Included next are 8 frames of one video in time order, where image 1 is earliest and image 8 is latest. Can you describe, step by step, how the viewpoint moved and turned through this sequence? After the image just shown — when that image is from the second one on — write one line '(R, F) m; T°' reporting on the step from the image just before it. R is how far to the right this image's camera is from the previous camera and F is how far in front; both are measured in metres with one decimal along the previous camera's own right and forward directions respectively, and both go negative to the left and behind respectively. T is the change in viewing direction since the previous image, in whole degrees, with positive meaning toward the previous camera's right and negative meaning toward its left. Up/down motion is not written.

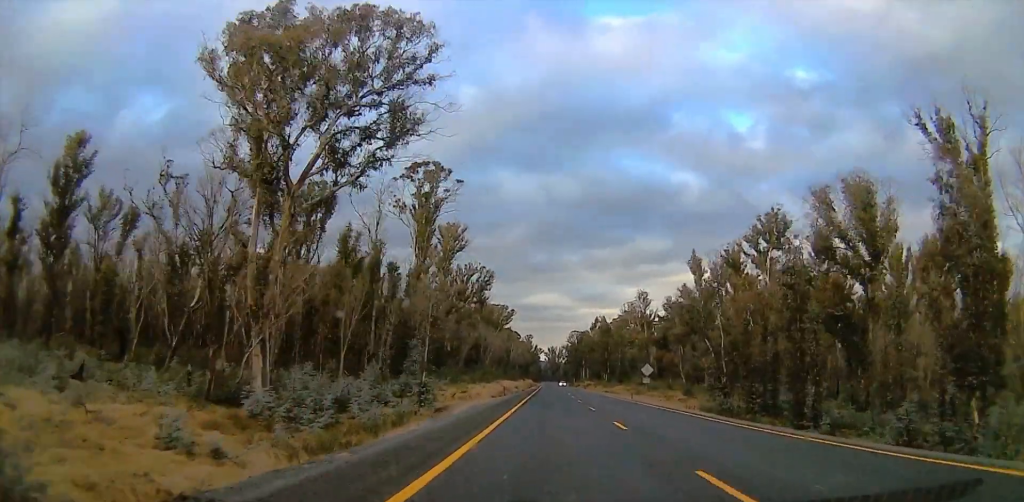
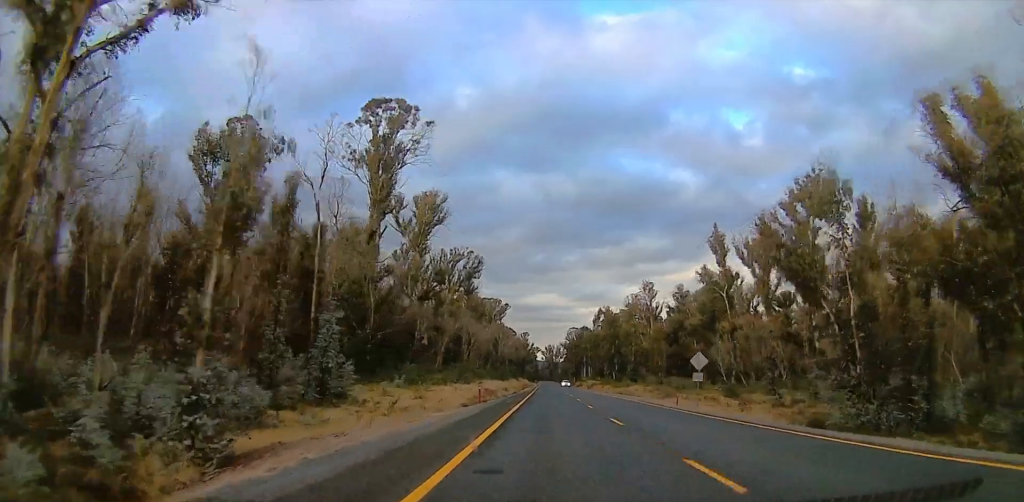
(+0.2, +22.3) m; +1°
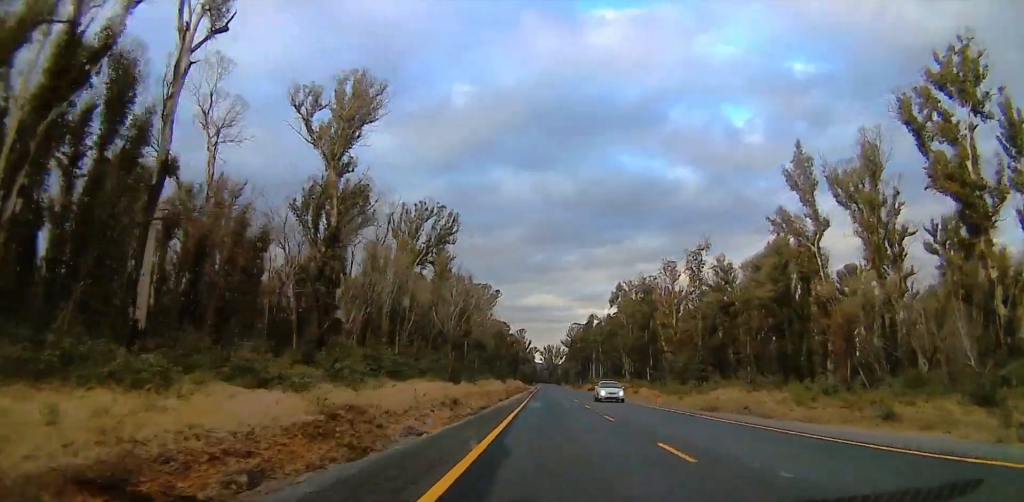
(+0.7, +42.8) m; +1°
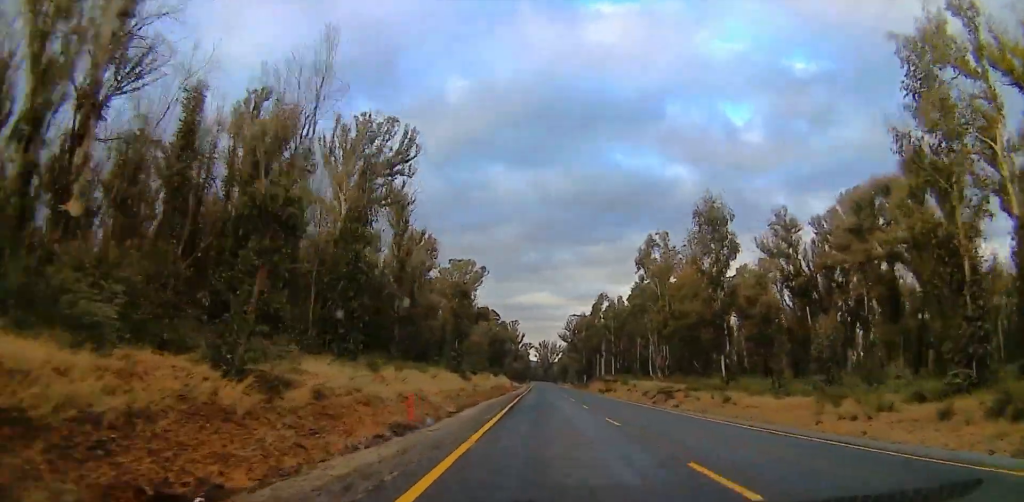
(-1.3, +39.1) m; -3°
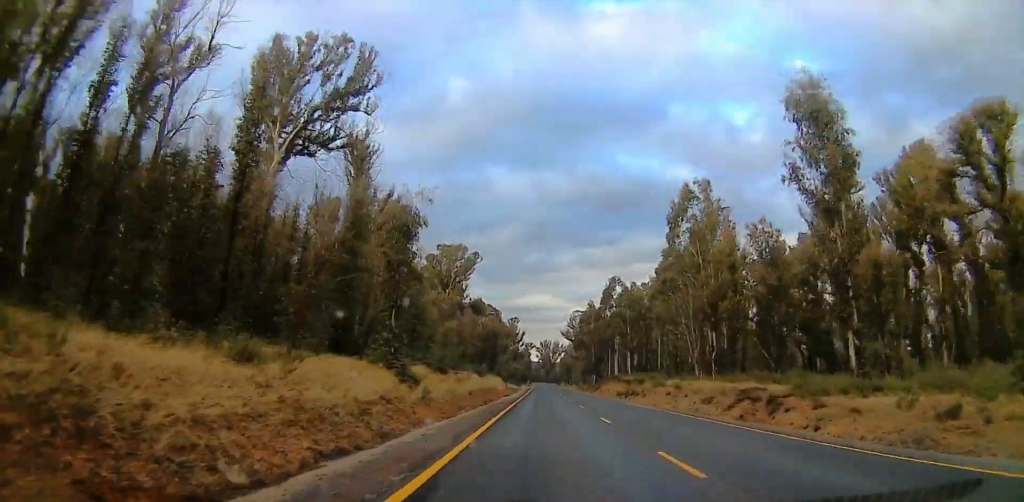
(-0.2, +21.7) m; +1°
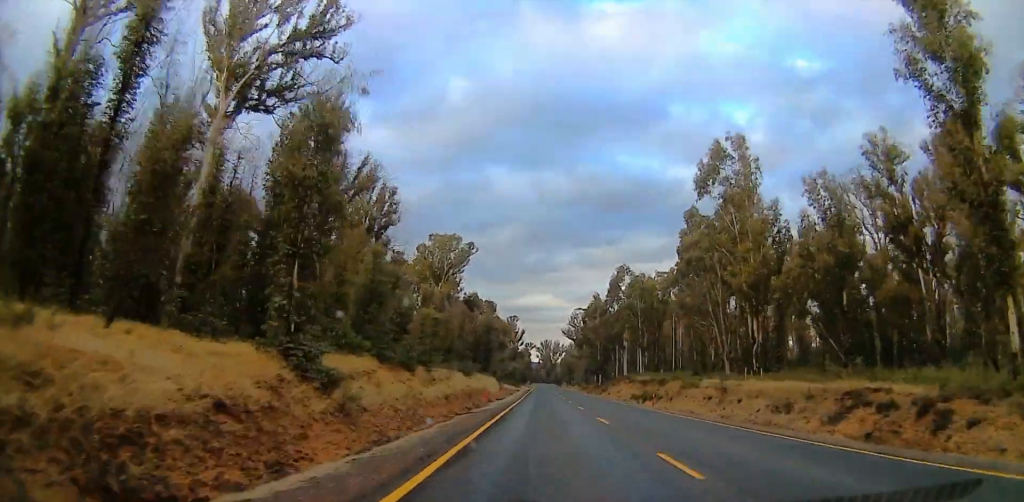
(+0.4, +11.9) m; +1°
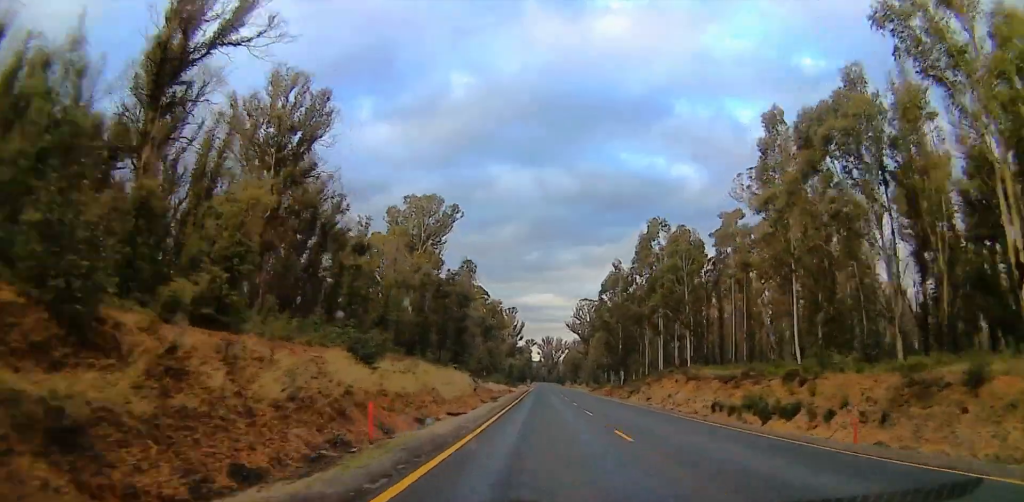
(+0.4, +29.1) m; +1°
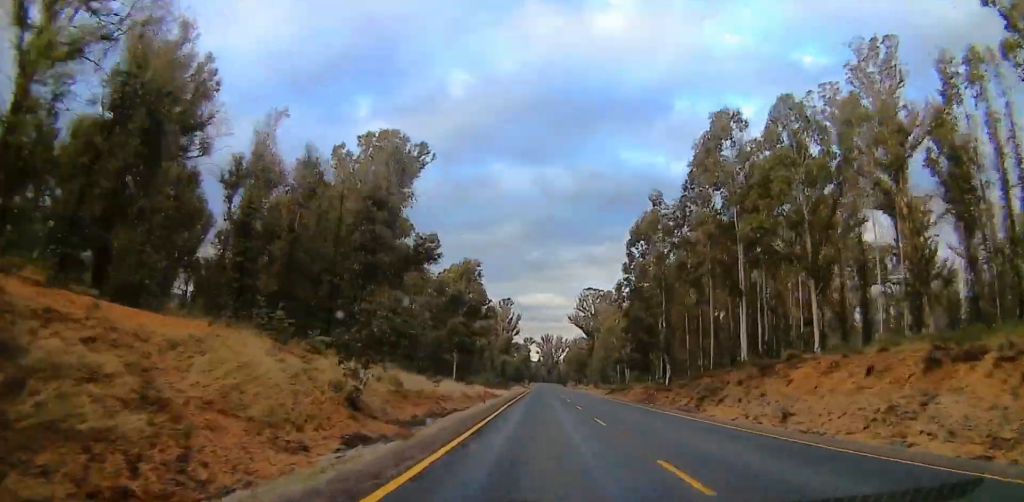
(0.0, +31.2) m; +6°
